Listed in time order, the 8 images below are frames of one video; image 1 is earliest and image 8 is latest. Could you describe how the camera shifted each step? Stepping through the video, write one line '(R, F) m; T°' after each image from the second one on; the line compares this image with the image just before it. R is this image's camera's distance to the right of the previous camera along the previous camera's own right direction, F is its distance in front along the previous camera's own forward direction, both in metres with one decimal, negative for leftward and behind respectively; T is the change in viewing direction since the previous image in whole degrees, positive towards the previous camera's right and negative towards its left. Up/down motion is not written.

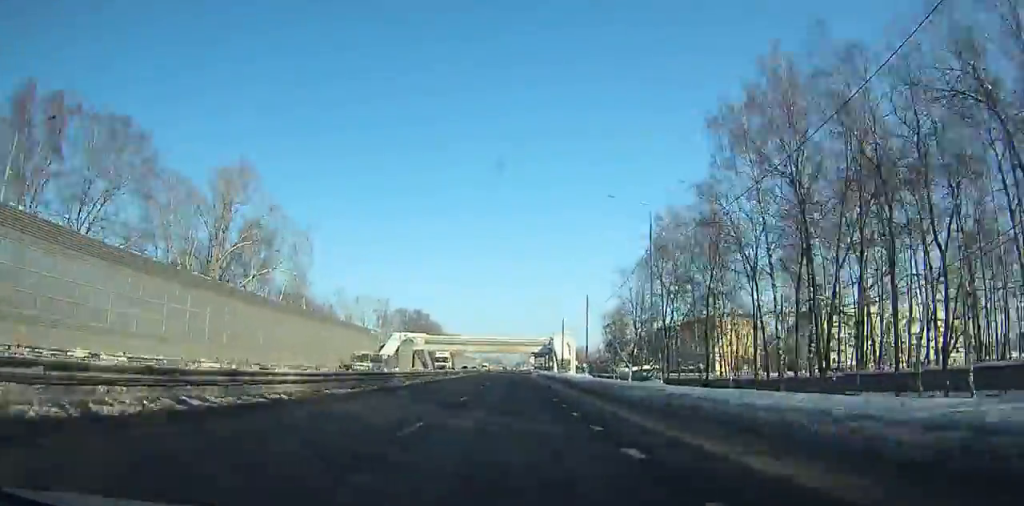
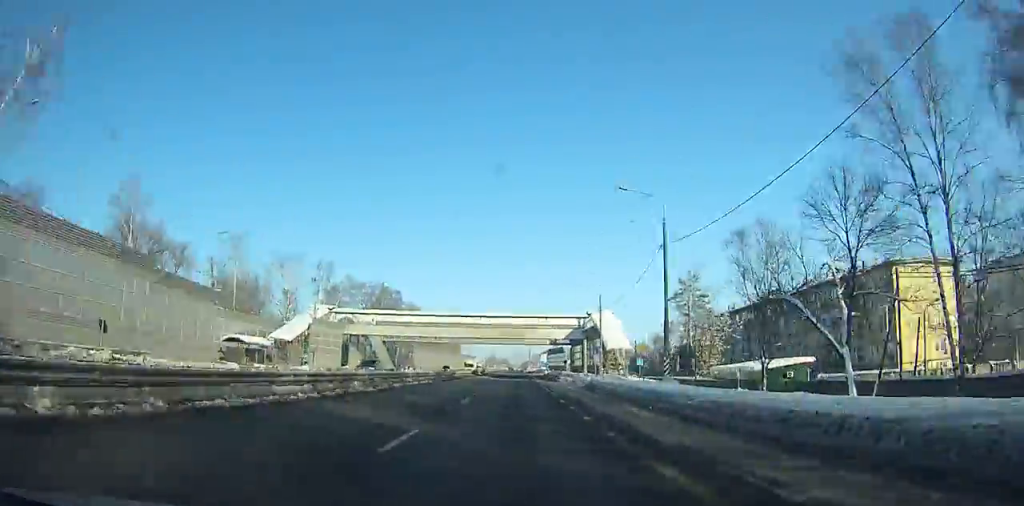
(-0.1, +61.2) m; 0°
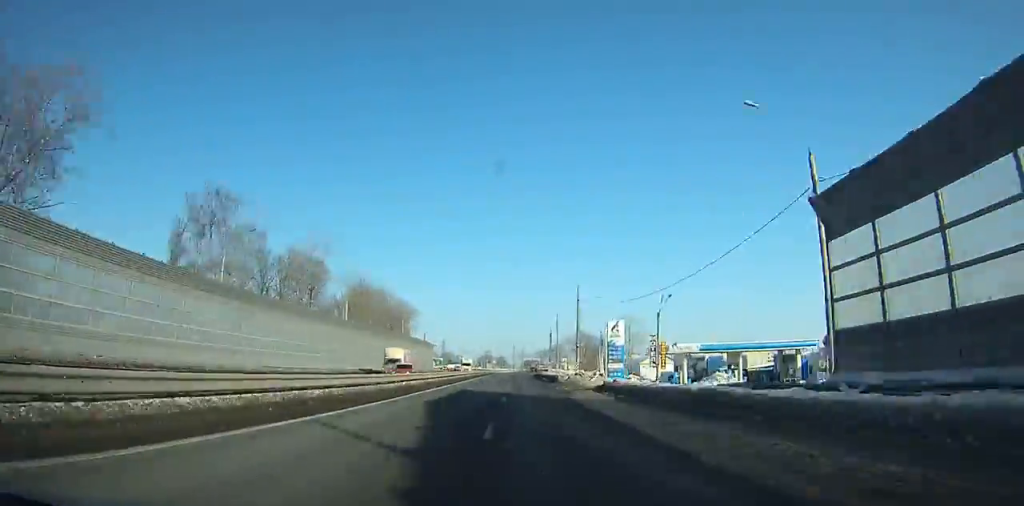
(+0.2, +151.0) m; +1°
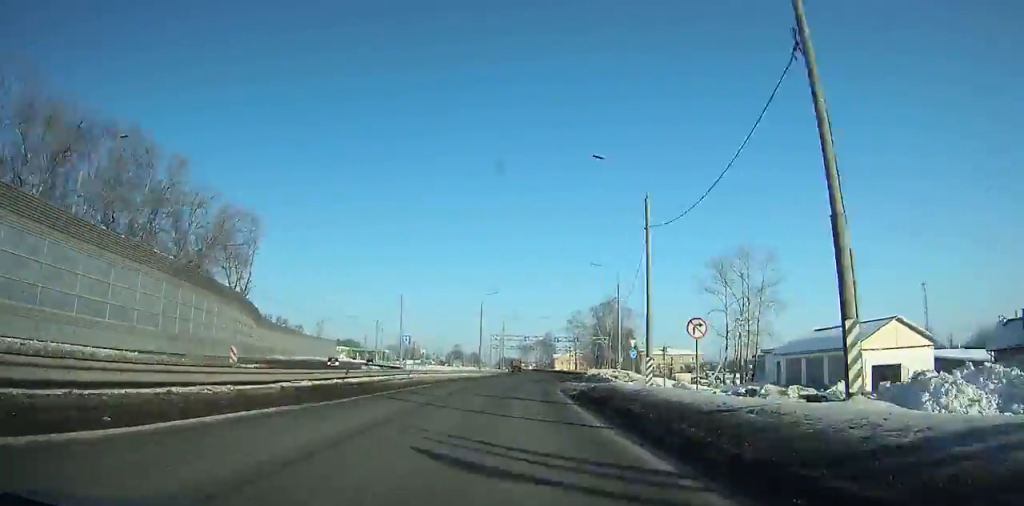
(+2.8, +104.3) m; +3°
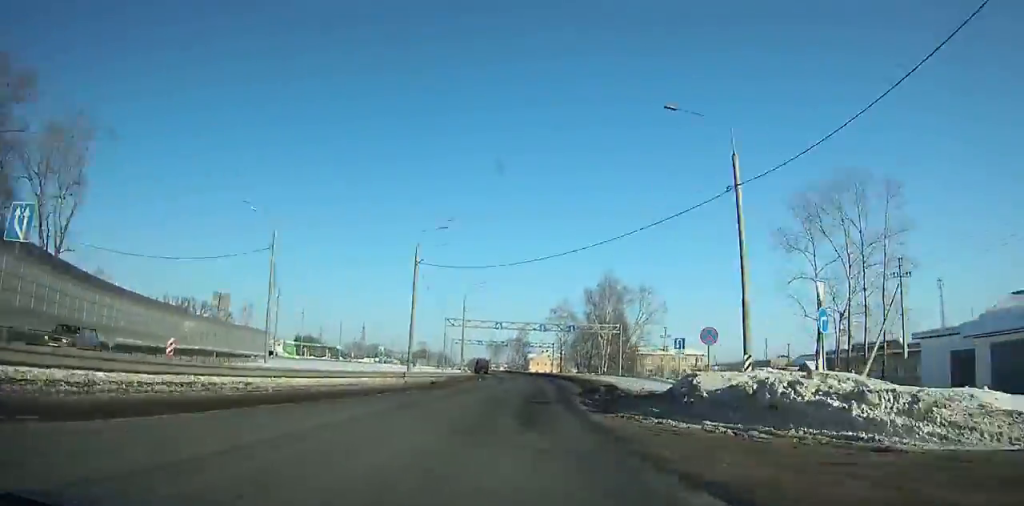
(+0.4, +34.1) m; +1°
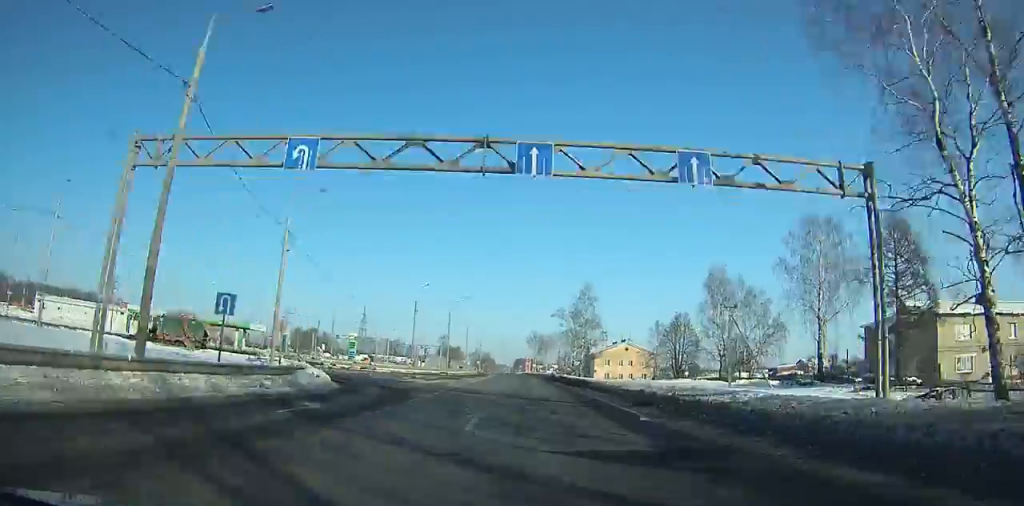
(-2.5, +109.1) m; -3°
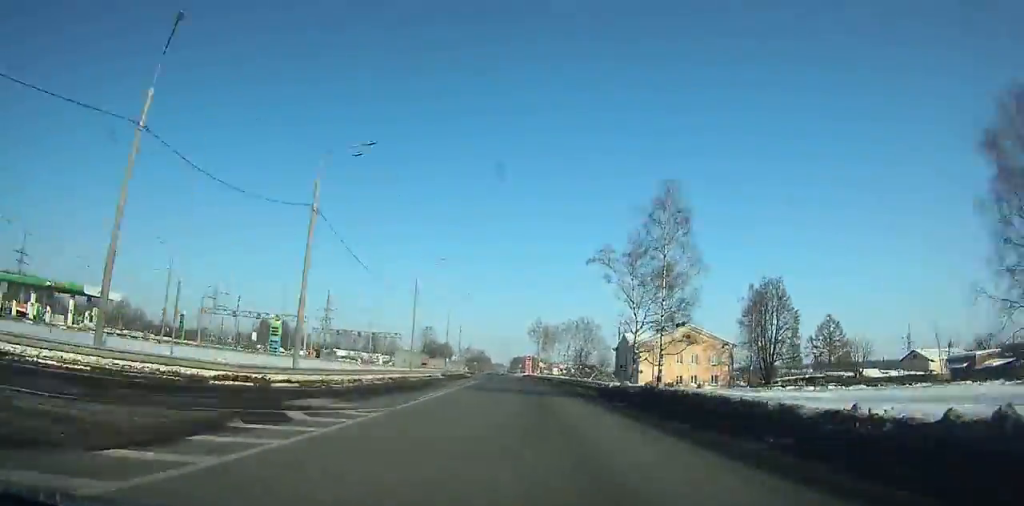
(-0.9, +56.3) m; -2°
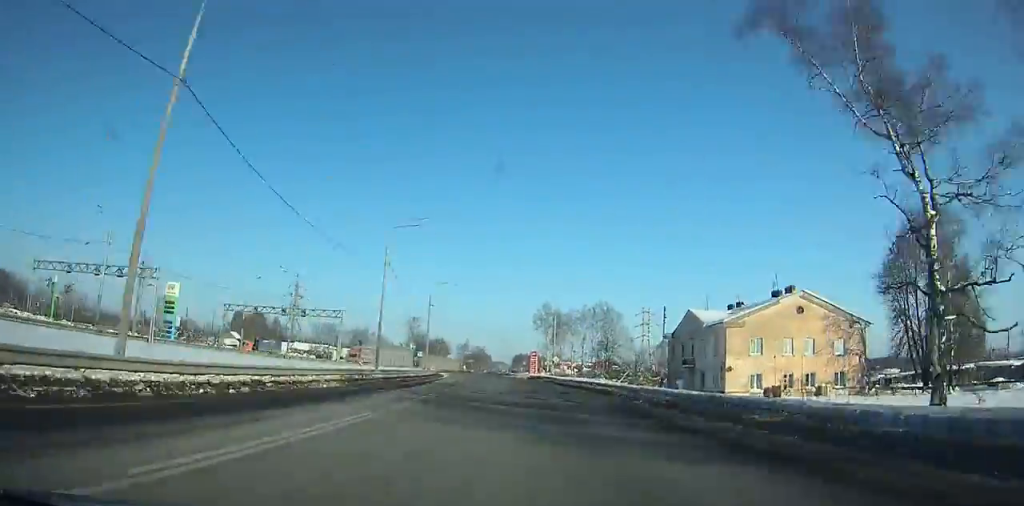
(+0.4, +39.7) m; -1°
